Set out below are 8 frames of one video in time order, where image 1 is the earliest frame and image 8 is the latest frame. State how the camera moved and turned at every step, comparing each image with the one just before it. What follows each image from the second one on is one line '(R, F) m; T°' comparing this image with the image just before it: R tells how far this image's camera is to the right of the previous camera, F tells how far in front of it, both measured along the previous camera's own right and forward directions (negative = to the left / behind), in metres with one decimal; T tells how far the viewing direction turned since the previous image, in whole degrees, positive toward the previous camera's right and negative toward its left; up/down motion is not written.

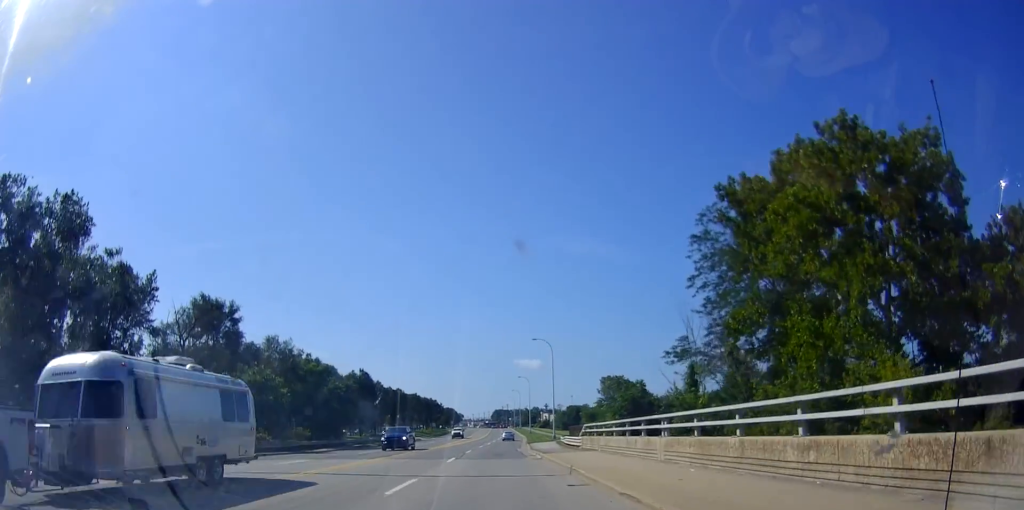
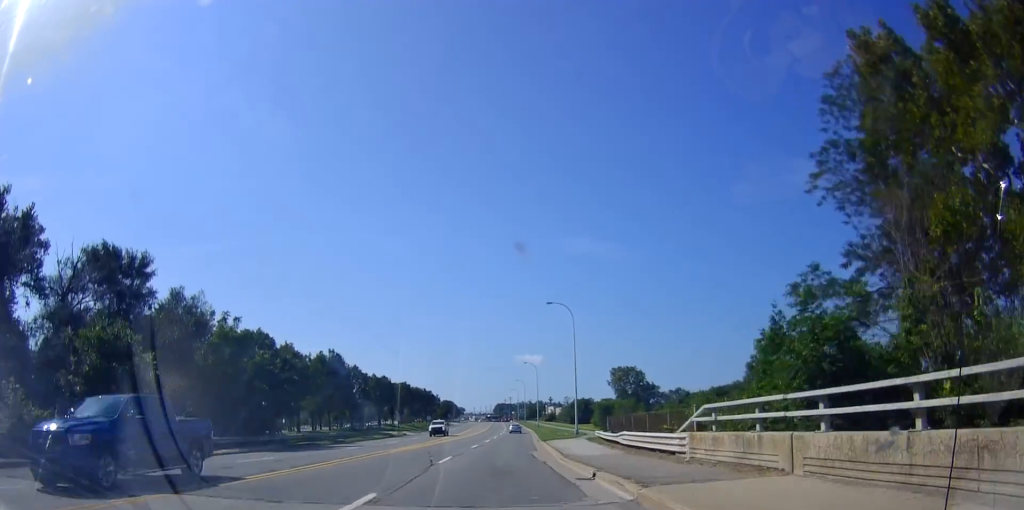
(0.0, +19.8) m; 0°
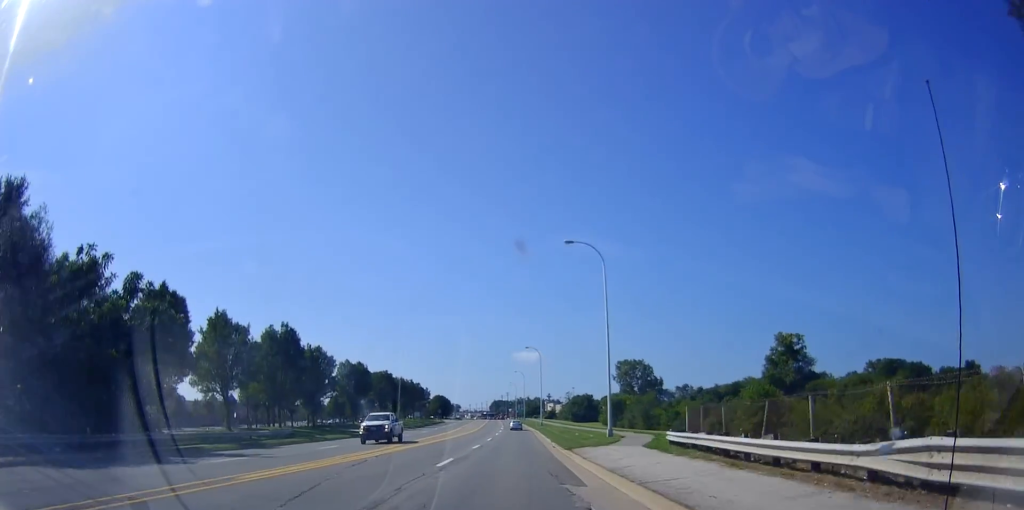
(-0.1, +18.2) m; 0°
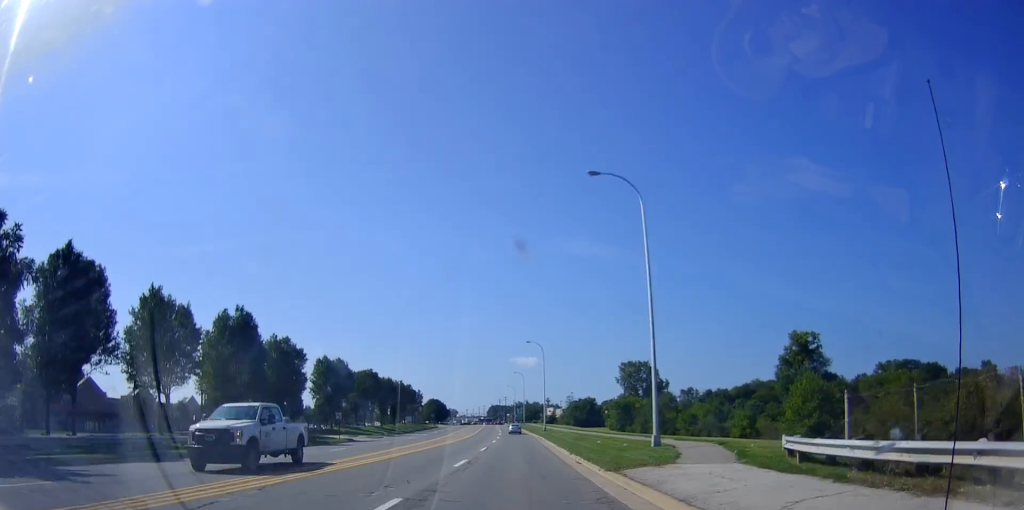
(0.0, +11.5) m; 0°
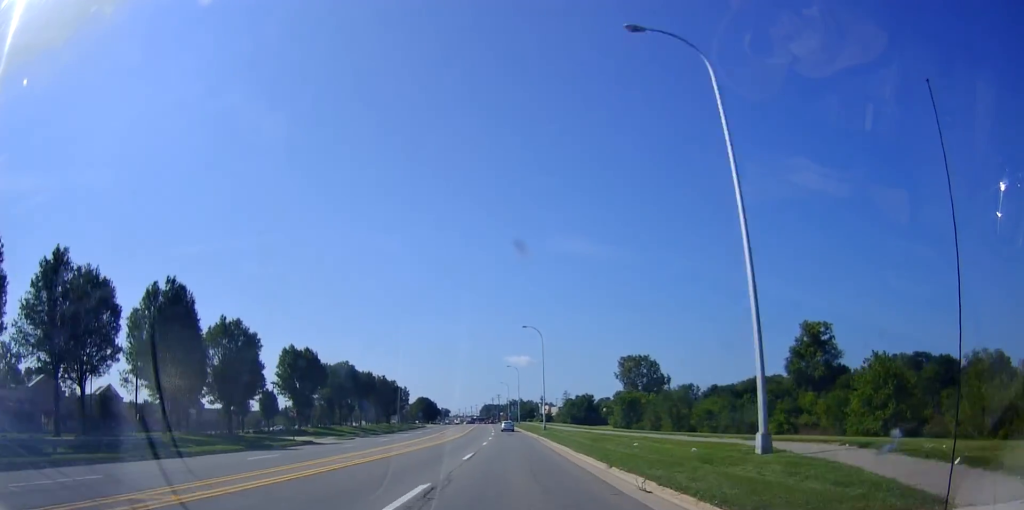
(+0.3, +11.5) m; 0°
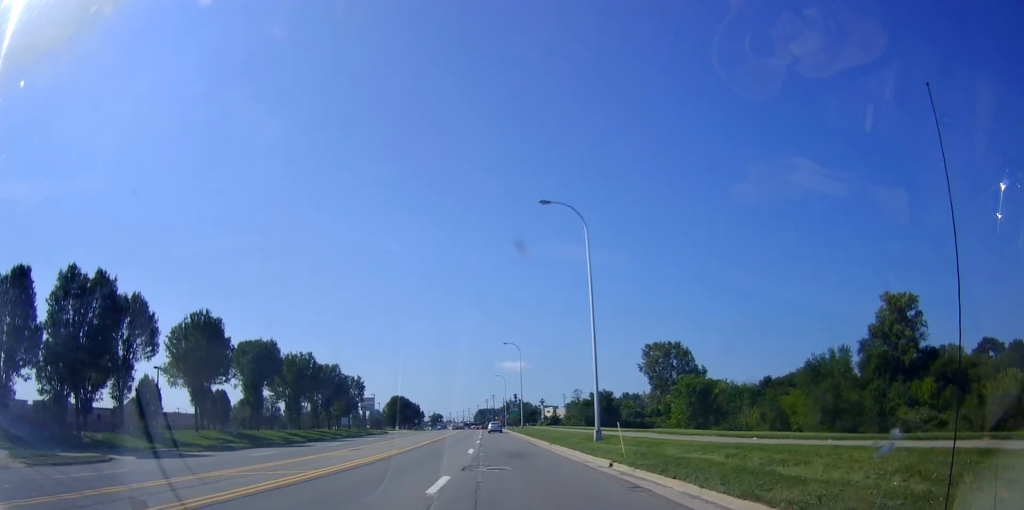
(+1.5, +42.9) m; +2°
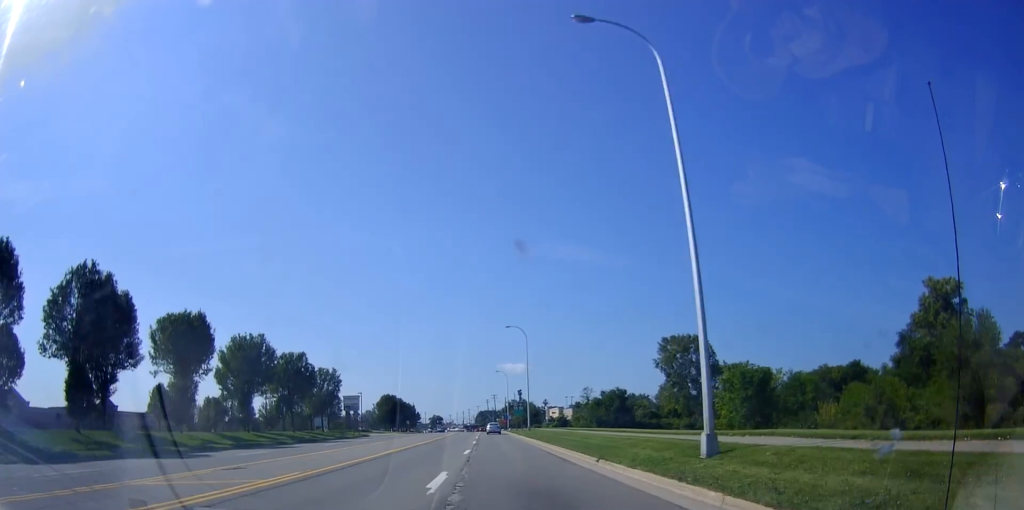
(-0.6, +16.2) m; -1°
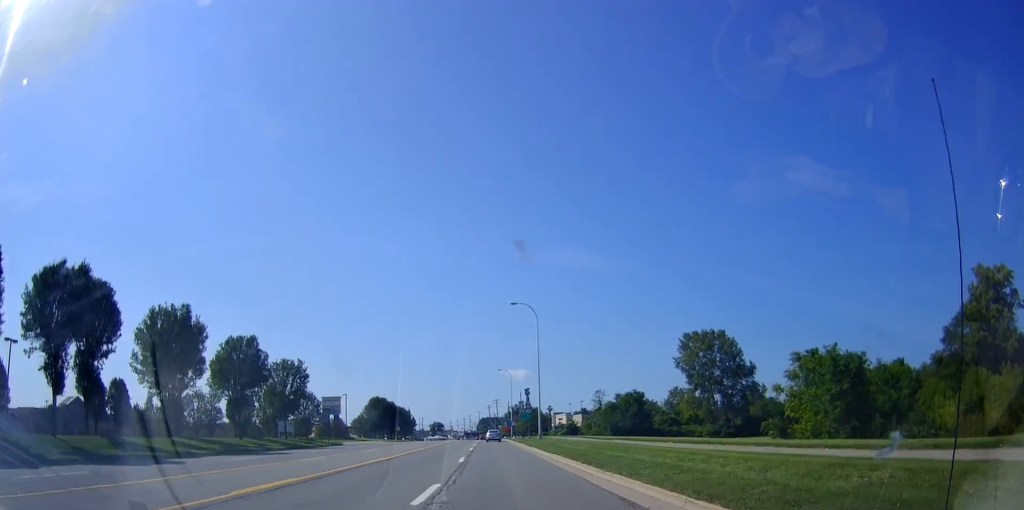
(+0.5, +16.1) m; 0°
